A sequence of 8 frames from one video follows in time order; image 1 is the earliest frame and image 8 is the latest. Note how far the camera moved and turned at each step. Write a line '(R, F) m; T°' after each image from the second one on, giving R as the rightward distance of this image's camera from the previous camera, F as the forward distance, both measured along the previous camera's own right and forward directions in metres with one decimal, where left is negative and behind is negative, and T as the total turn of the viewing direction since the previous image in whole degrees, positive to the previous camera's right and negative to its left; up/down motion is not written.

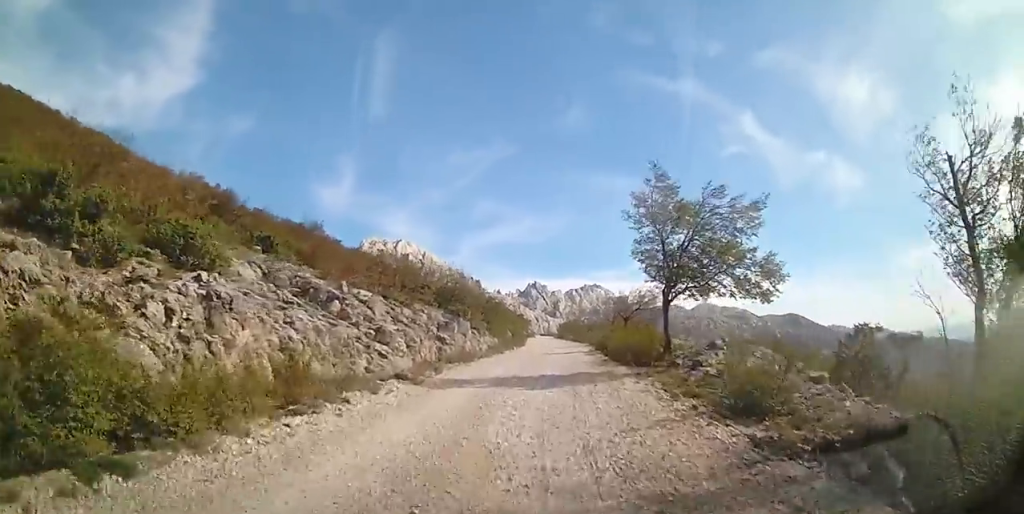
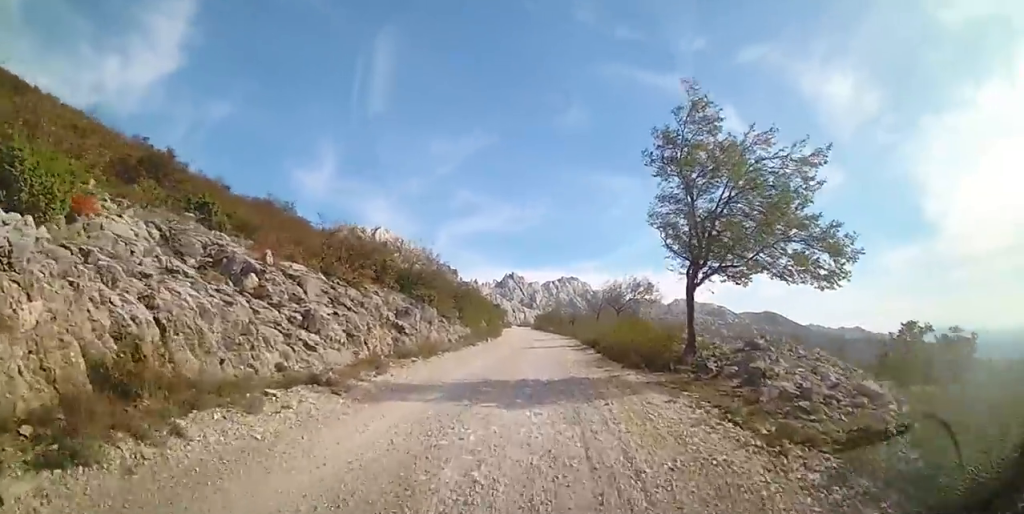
(+0.3, +4.4) m; +3°
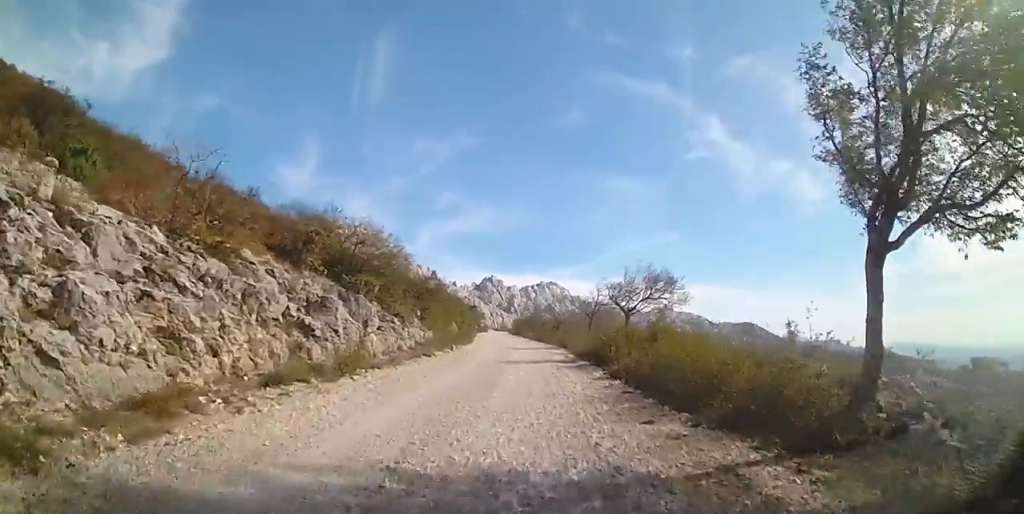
(+0.2, +7.4) m; +2°
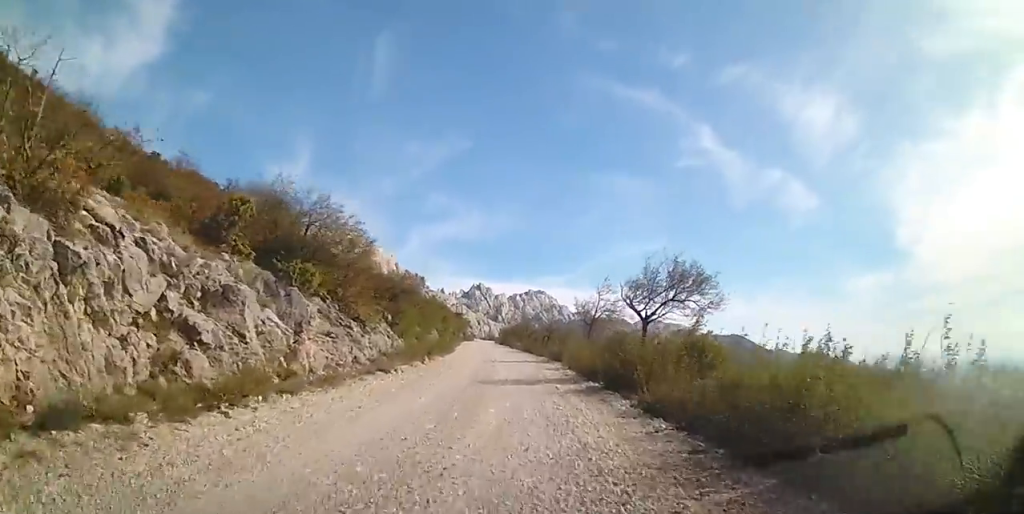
(0.0, +4.7) m; +2°
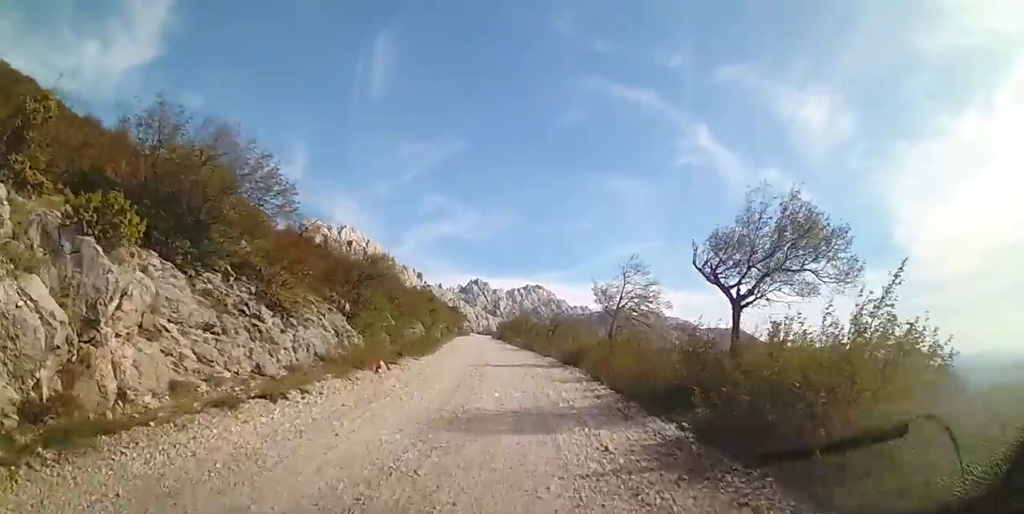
(+0.2, +7.0) m; +2°
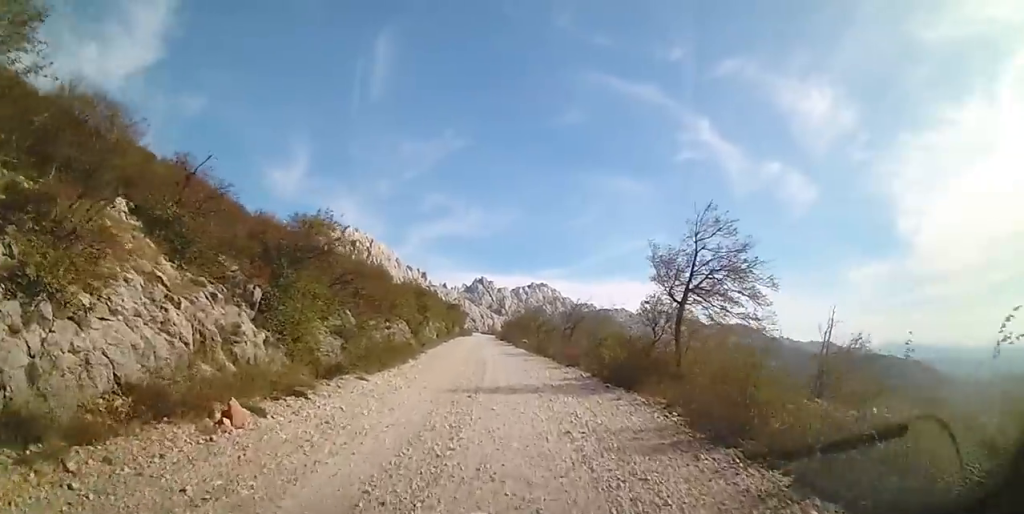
(-0.1, +8.0) m; -3°
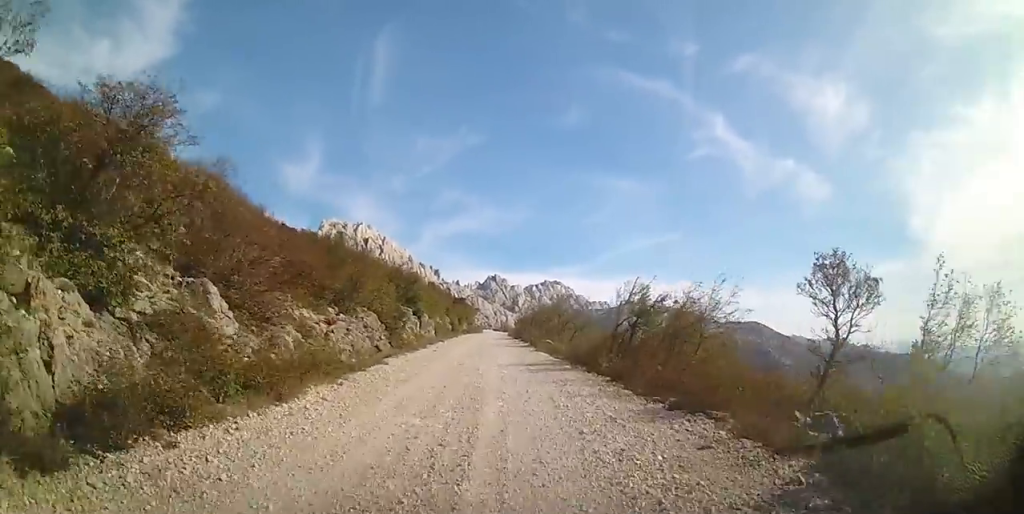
(-0.5, +10.7) m; -6°
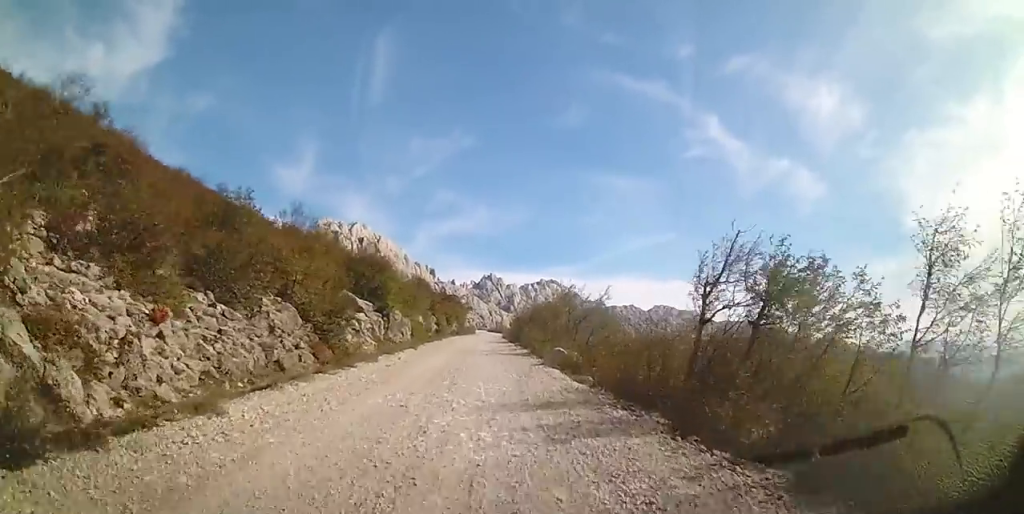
(-0.2, +8.9) m; +2°
